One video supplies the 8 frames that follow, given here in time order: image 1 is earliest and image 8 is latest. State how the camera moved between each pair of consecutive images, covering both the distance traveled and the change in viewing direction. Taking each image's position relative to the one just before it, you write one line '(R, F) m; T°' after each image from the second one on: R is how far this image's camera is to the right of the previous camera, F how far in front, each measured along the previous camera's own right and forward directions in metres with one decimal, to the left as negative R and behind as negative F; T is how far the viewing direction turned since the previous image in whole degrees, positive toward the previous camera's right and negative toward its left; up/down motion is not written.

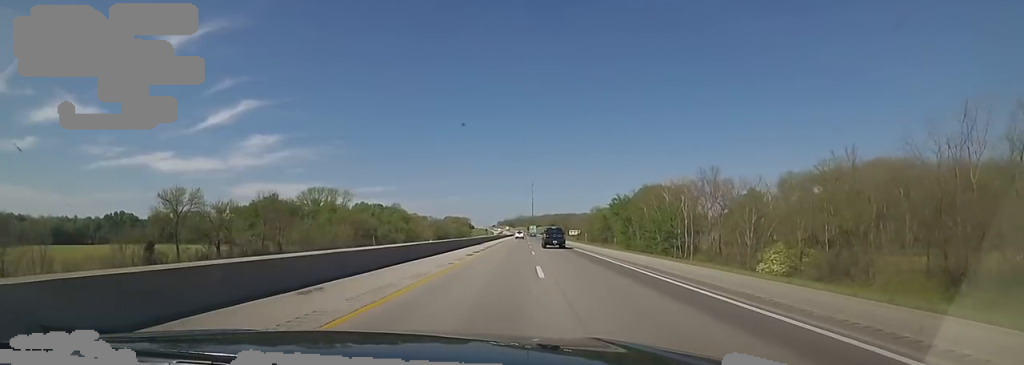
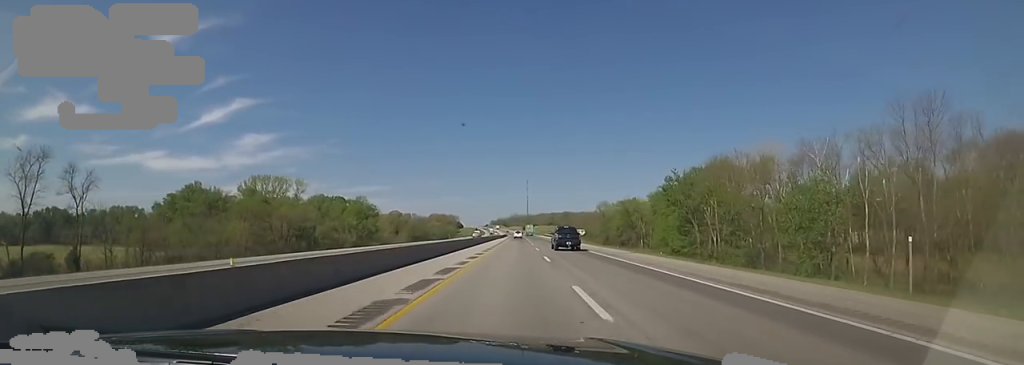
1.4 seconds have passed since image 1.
(0.0, +54.3) m; 0°
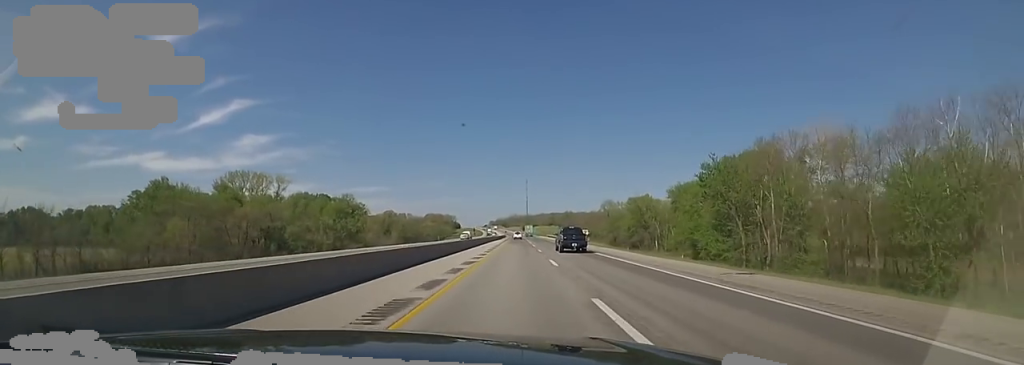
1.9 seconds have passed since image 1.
(0.0, +18.2) m; 0°
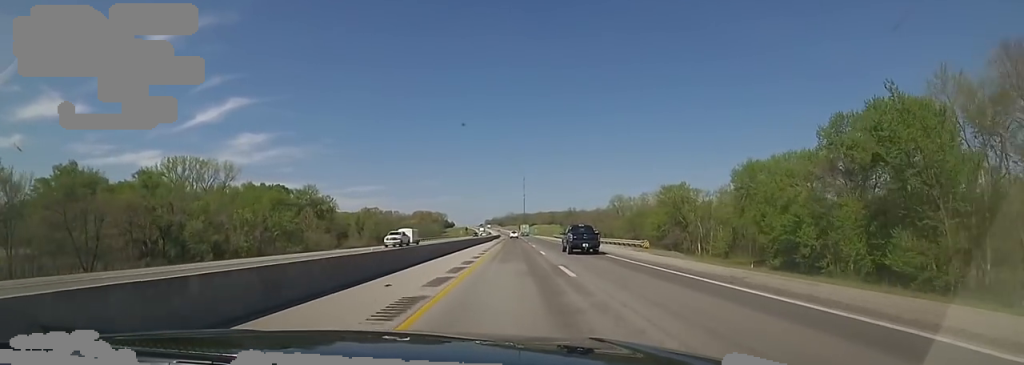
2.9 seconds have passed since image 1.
(0.0, +37.7) m; +1°
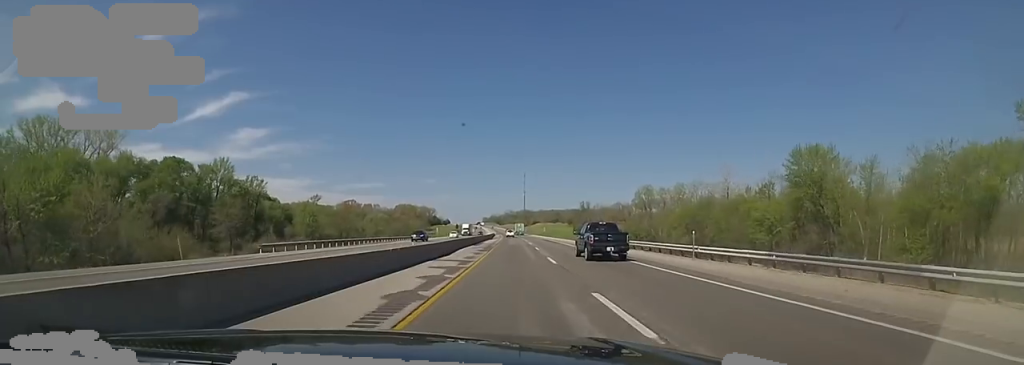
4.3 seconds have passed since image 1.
(+1.5, +55.6) m; +1°
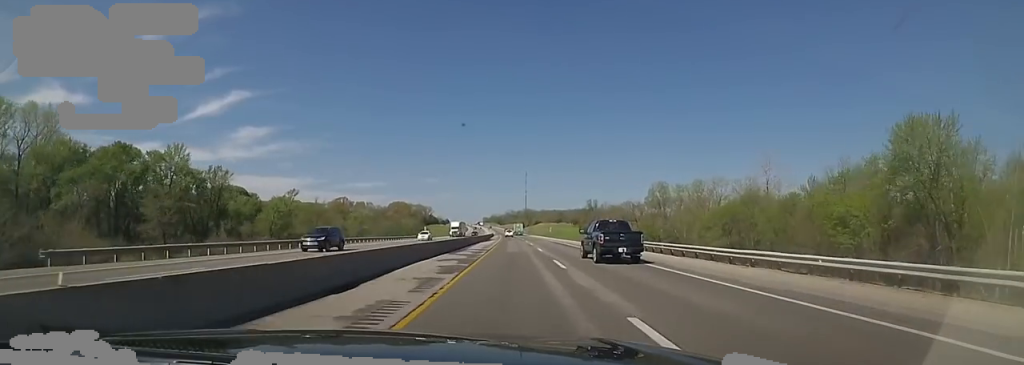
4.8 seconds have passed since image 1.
(-0.1, +18.6) m; -1°
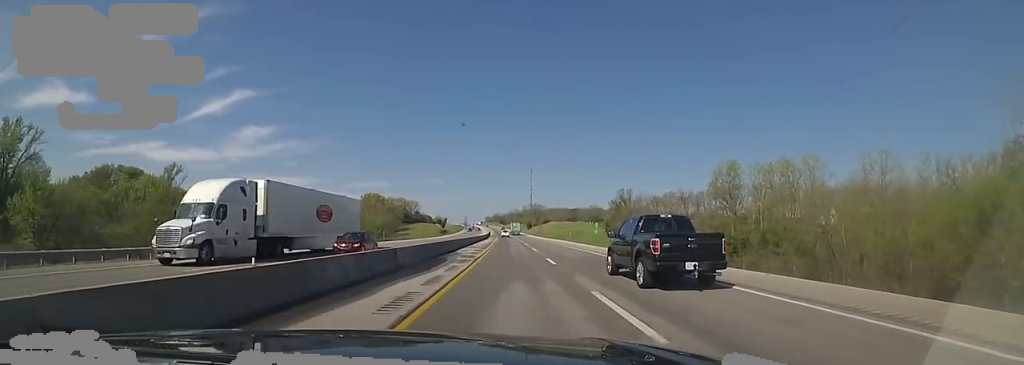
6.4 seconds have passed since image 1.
(-1.6, +56.5) m; -2°
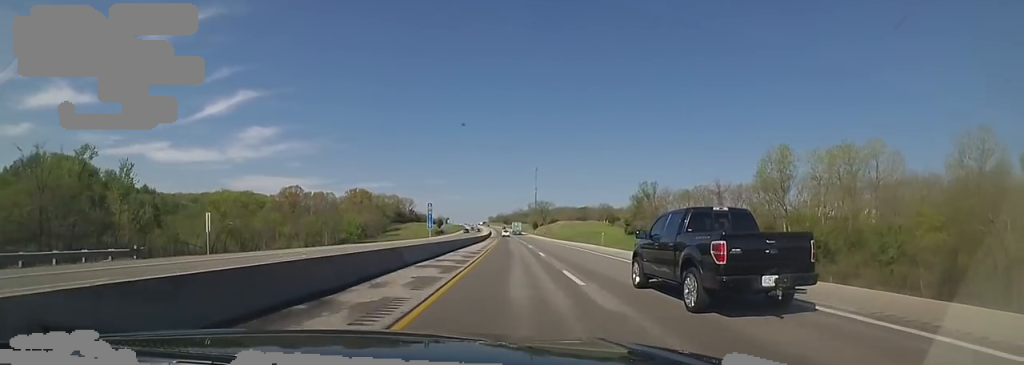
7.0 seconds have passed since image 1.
(0.0, +23.3) m; 0°
